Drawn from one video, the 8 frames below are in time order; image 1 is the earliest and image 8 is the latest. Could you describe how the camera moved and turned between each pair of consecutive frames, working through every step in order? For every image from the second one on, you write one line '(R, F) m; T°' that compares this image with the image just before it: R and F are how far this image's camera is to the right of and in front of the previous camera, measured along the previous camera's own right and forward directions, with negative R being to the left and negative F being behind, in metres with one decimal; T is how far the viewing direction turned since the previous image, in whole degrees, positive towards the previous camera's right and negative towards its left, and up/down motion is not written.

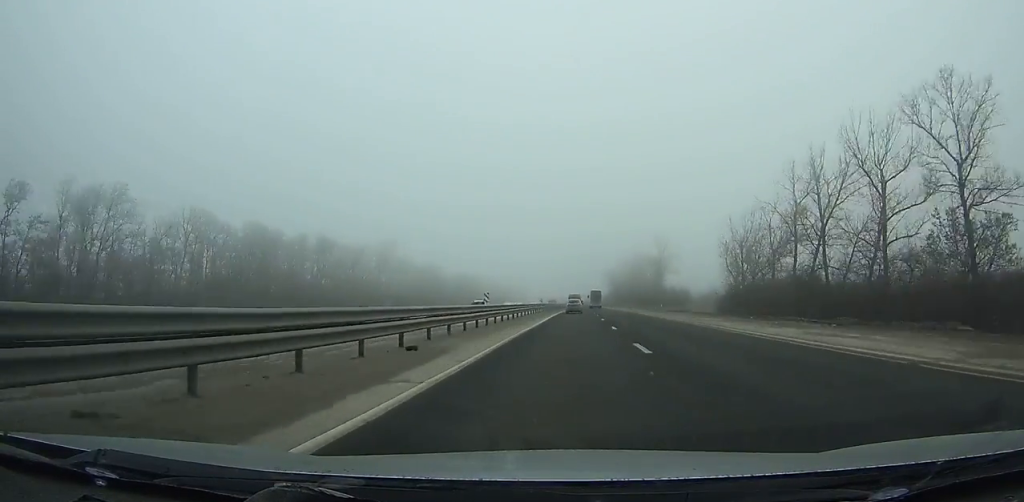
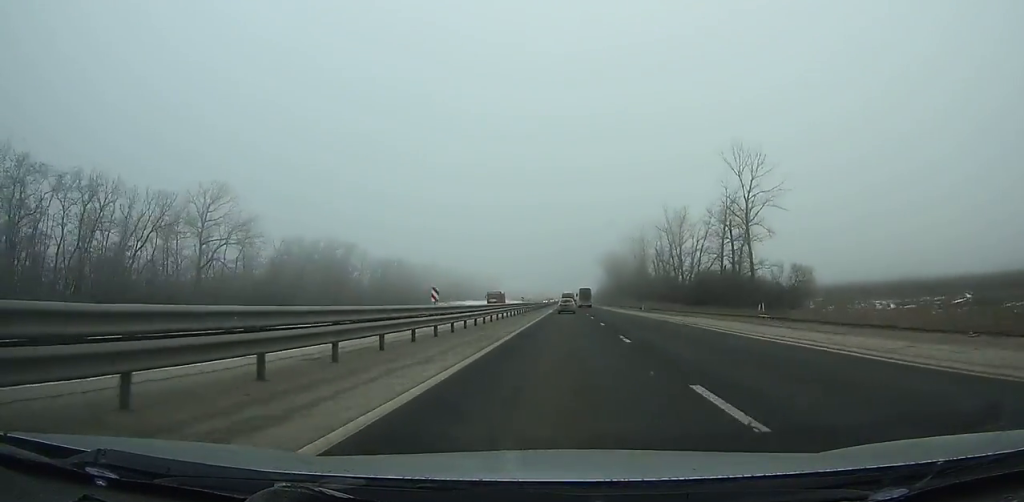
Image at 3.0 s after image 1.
(+0.6, +91.3) m; 0°
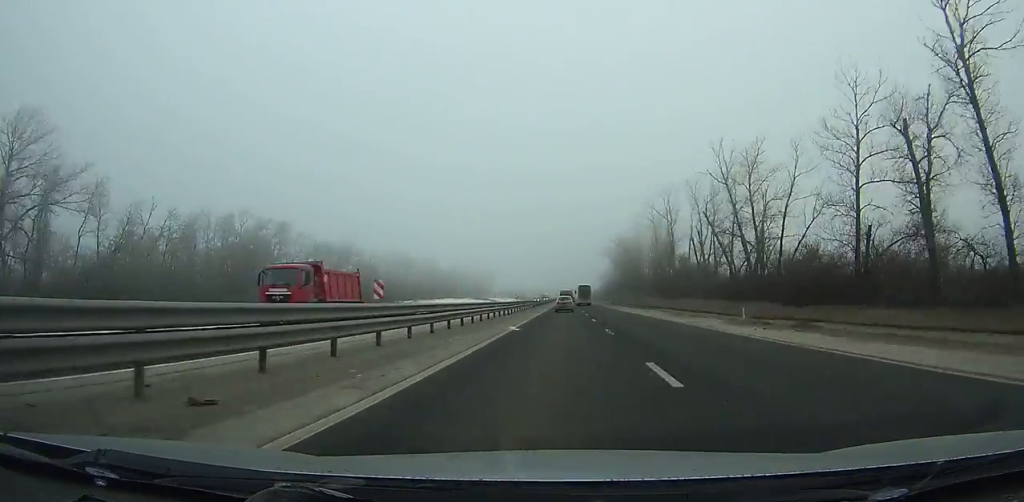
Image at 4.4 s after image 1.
(+0.1, +42.9) m; 0°
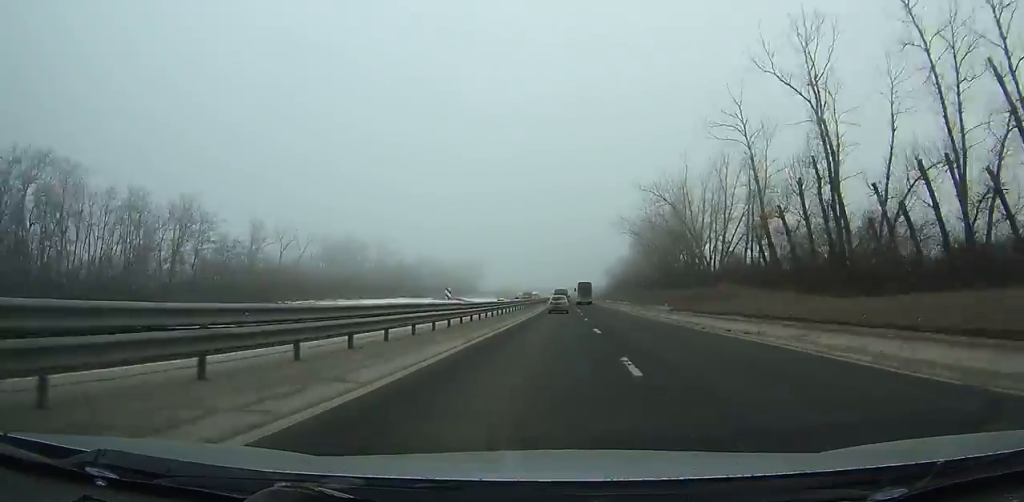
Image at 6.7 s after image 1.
(-0.3, +70.8) m; 0°
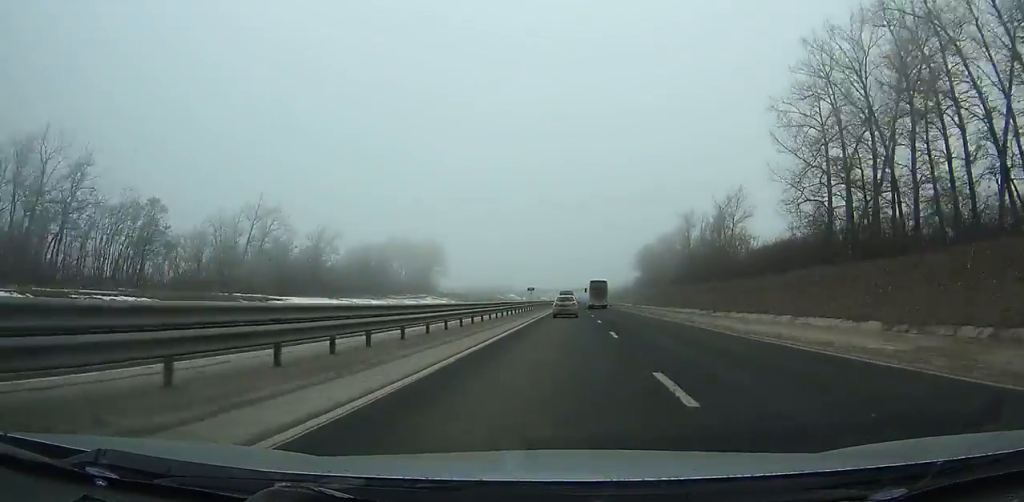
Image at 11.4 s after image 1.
(-0.5, +143.9) m; 0°
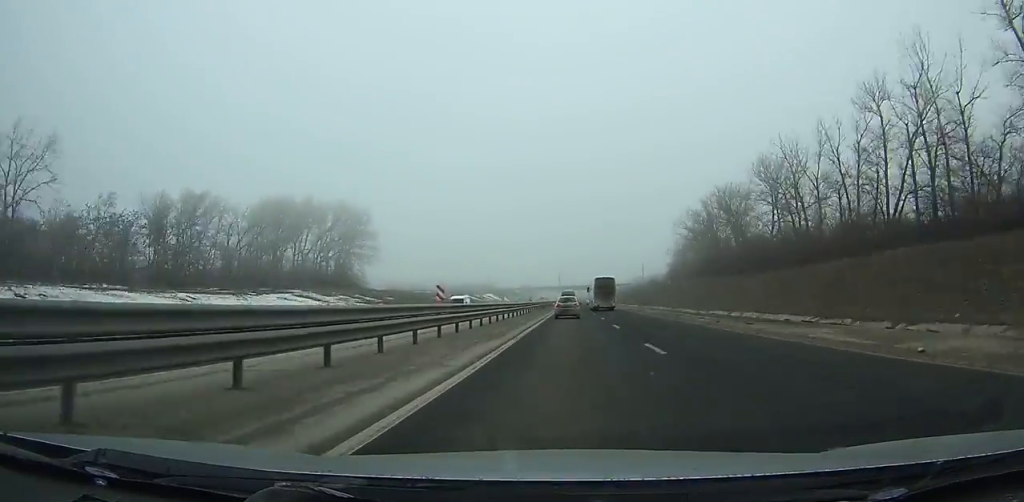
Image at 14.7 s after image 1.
(0.0, +100.7) m; 0°
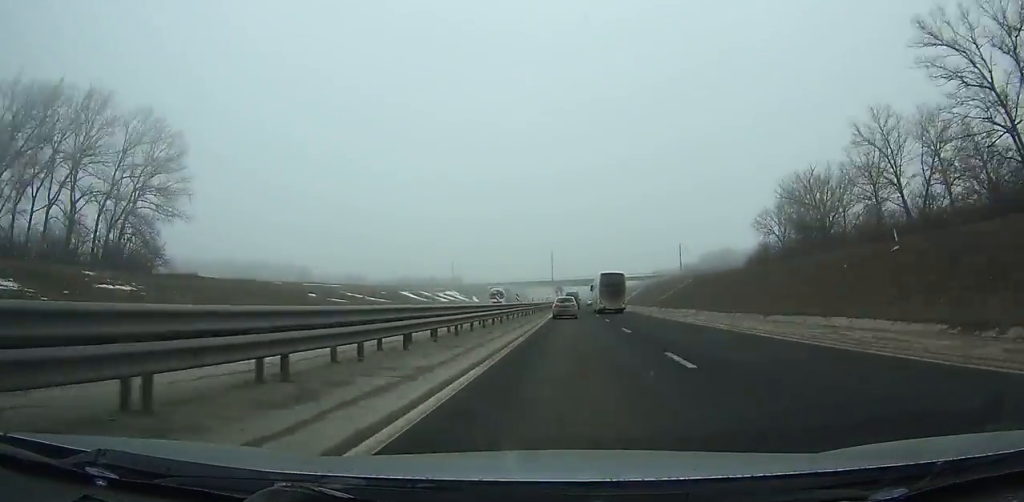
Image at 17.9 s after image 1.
(+0.2, +98.2) m; 0°
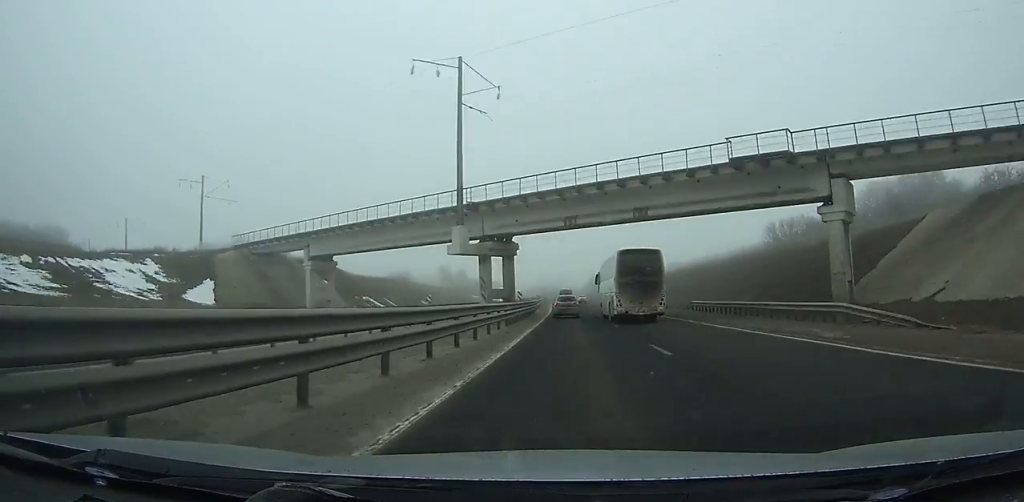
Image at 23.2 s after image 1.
(+0.1, +164.7) m; 0°
